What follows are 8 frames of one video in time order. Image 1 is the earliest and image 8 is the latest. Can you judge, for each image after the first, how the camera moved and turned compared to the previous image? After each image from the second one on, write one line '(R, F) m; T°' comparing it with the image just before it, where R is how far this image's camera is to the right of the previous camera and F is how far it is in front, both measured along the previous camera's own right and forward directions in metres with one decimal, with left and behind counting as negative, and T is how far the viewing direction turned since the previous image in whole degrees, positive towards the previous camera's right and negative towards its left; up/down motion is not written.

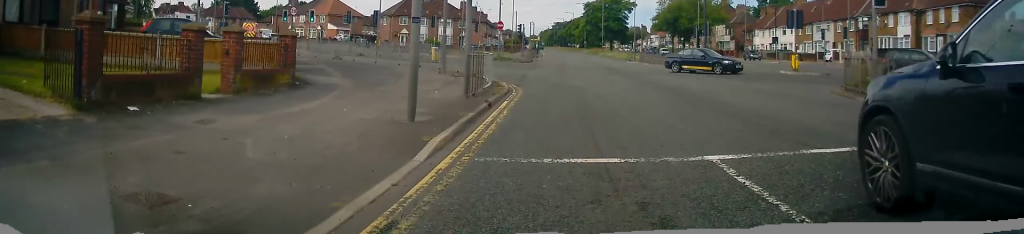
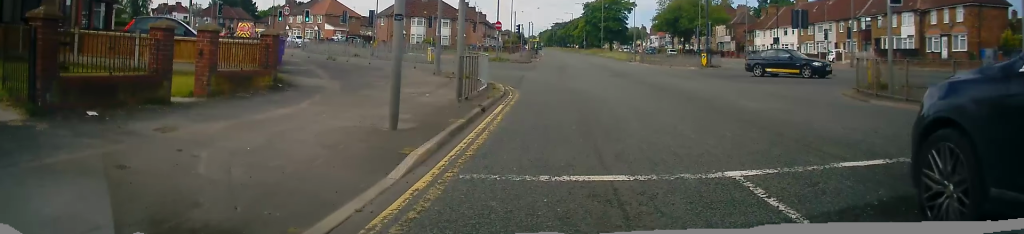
(+0.1, +1.0) m; +1°
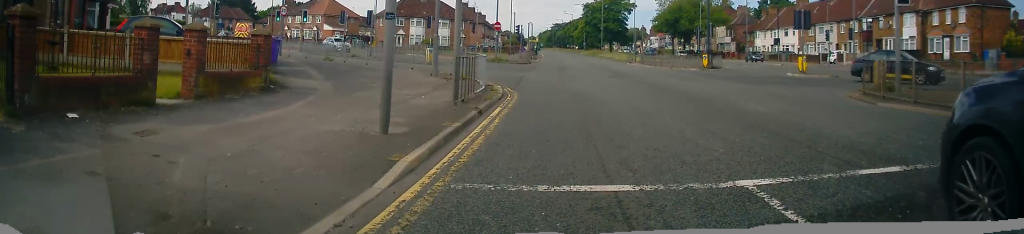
(+0.2, +0.7) m; 0°
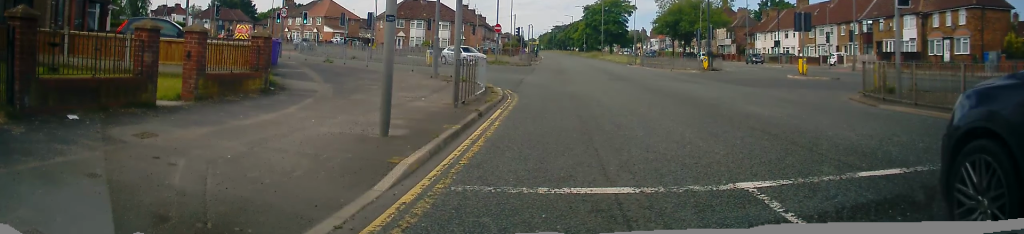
(+0.1, +0.2) m; 0°
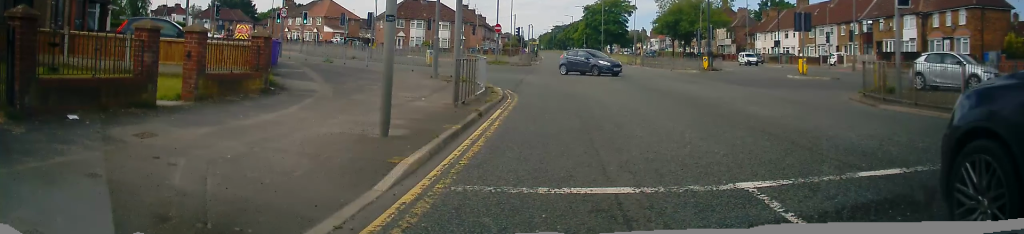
(0.0, 0.0) m; 0°
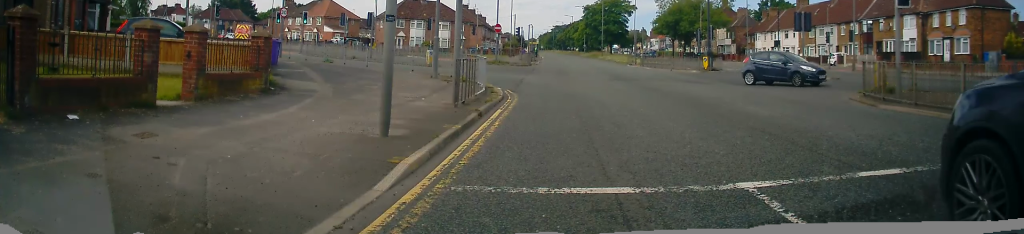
(0.0, 0.0) m; 0°
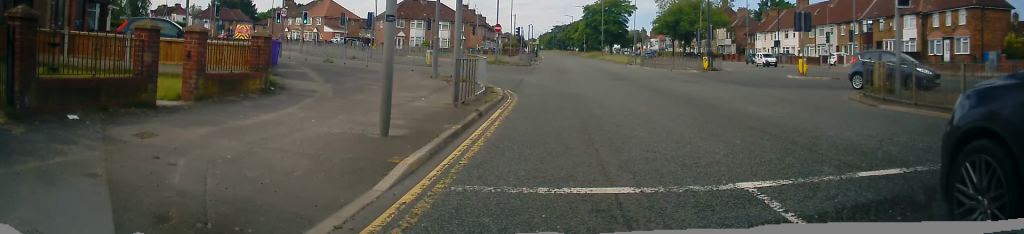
(0.0, 0.0) m; 0°
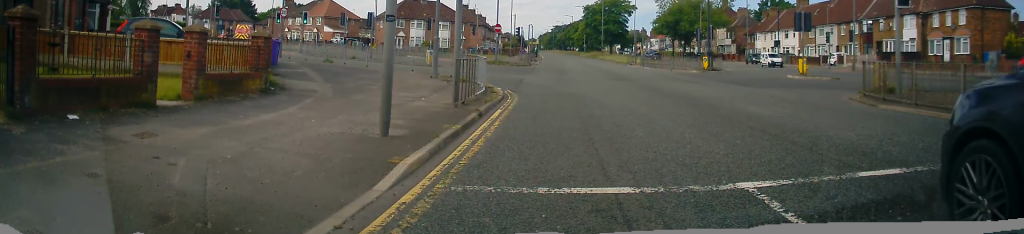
(0.0, 0.0) m; 0°
